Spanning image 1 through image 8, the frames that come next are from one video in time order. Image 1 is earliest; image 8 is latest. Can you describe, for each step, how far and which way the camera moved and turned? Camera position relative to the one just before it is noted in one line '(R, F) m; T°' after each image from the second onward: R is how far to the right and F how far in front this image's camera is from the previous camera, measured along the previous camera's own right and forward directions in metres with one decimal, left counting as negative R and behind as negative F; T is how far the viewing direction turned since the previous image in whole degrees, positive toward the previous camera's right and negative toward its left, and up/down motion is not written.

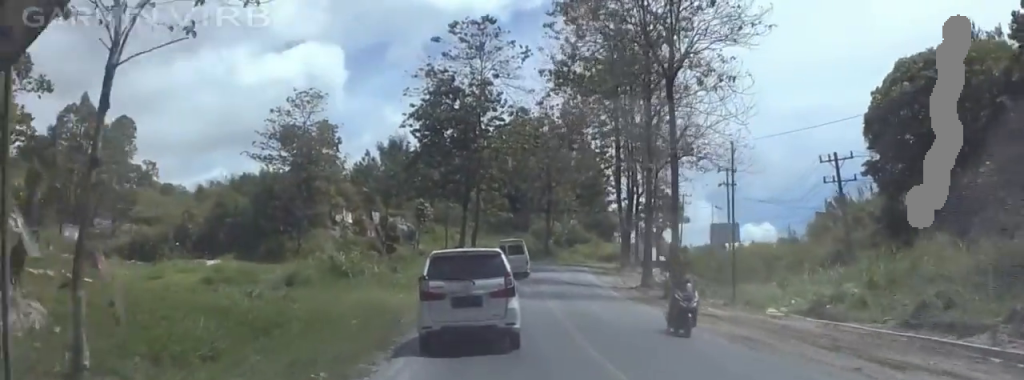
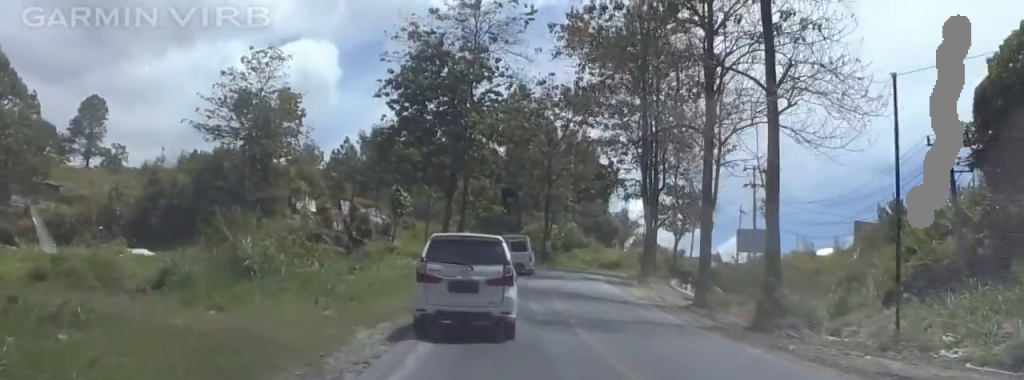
(+1.3, +13.5) m; 0°
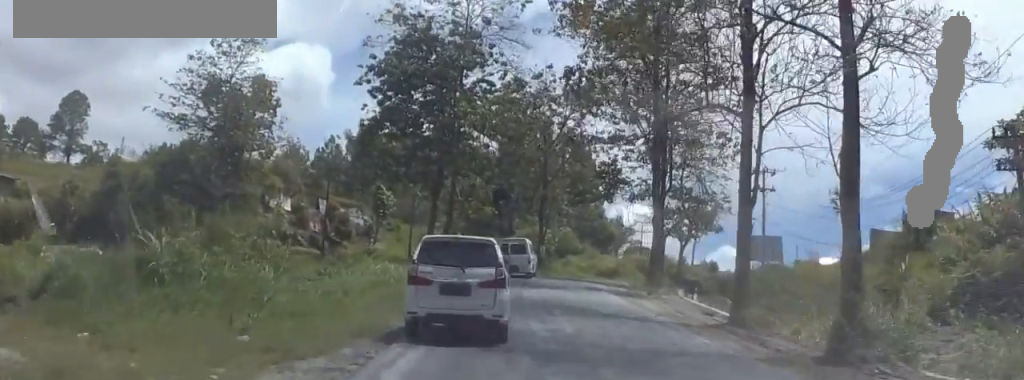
(-0.7, +5.8) m; -2°
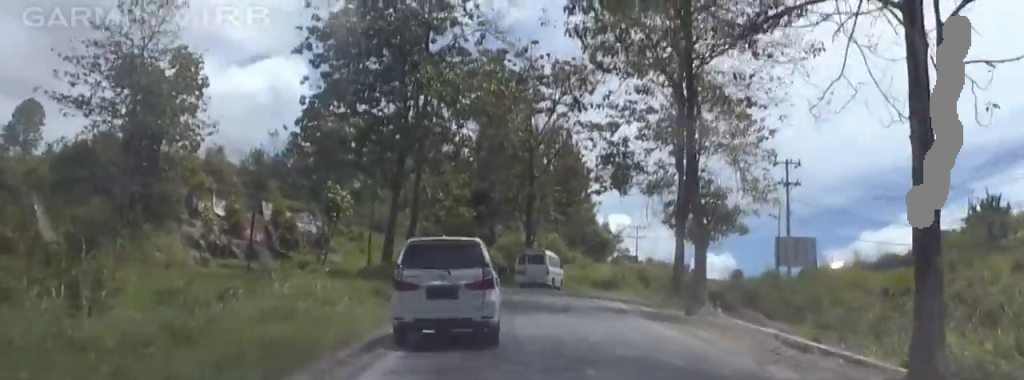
(-0.3, +12.1) m; 0°
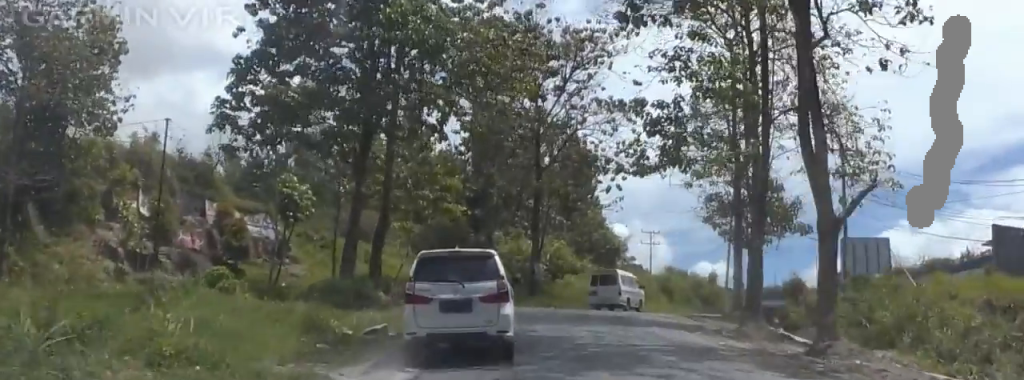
(+0.3, +12.1) m; +4°
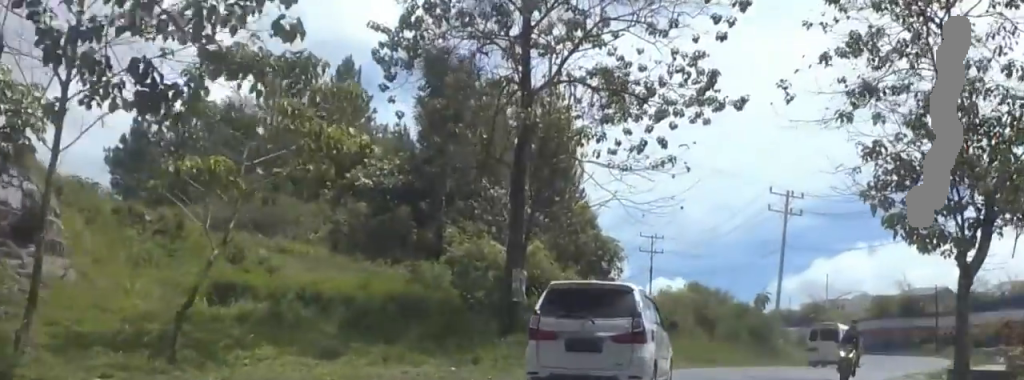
(+1.8, +24.7) m; +11°
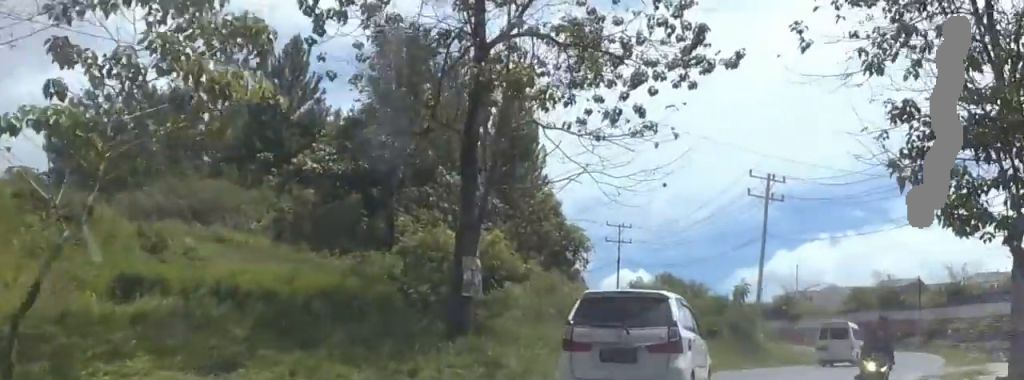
(-0.3, +4.6) m; +3°
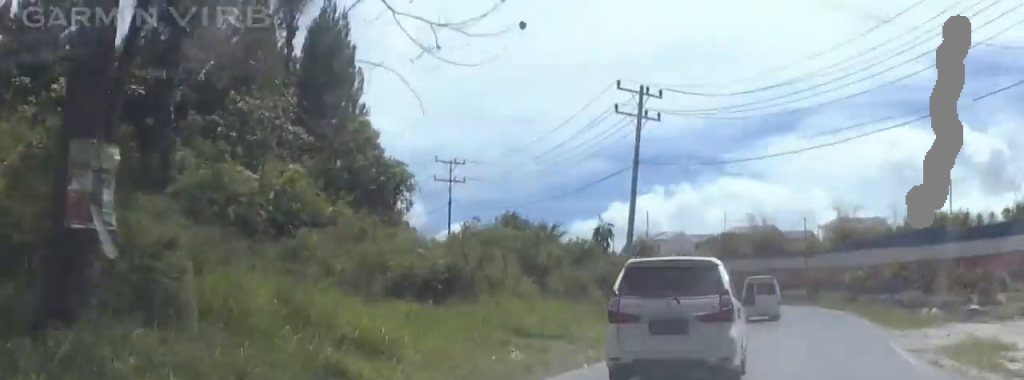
(+1.9, +11.7) m; +9°
